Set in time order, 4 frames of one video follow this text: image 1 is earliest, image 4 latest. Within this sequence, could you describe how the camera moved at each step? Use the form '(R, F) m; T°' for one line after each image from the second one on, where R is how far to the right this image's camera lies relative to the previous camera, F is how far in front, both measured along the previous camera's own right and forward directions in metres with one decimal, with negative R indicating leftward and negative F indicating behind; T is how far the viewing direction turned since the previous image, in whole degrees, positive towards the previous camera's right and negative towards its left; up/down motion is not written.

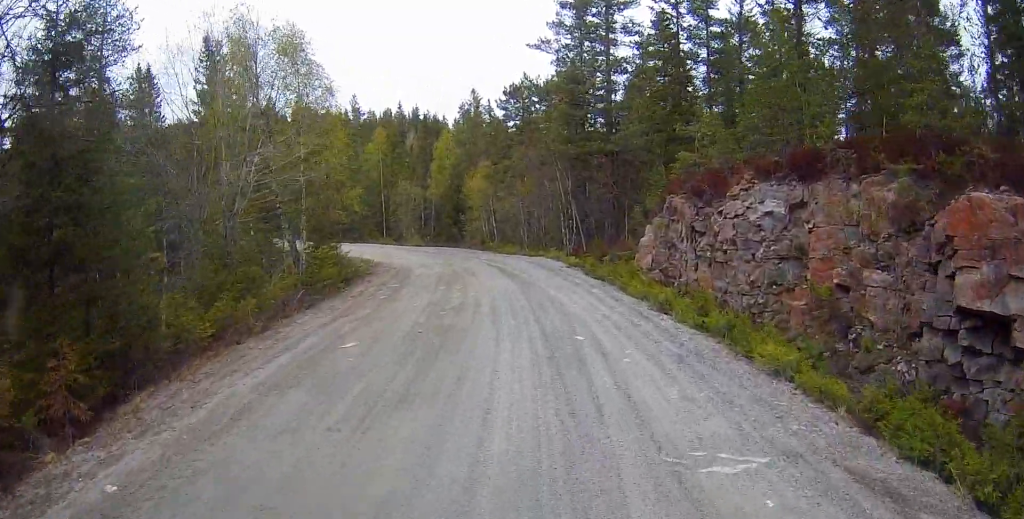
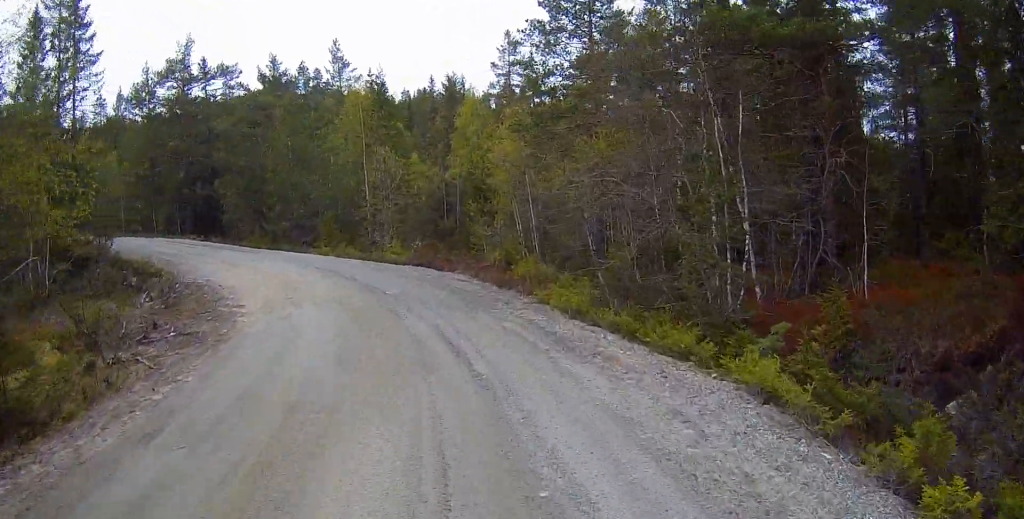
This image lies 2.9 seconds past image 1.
(+0.4, +20.4) m; -2°
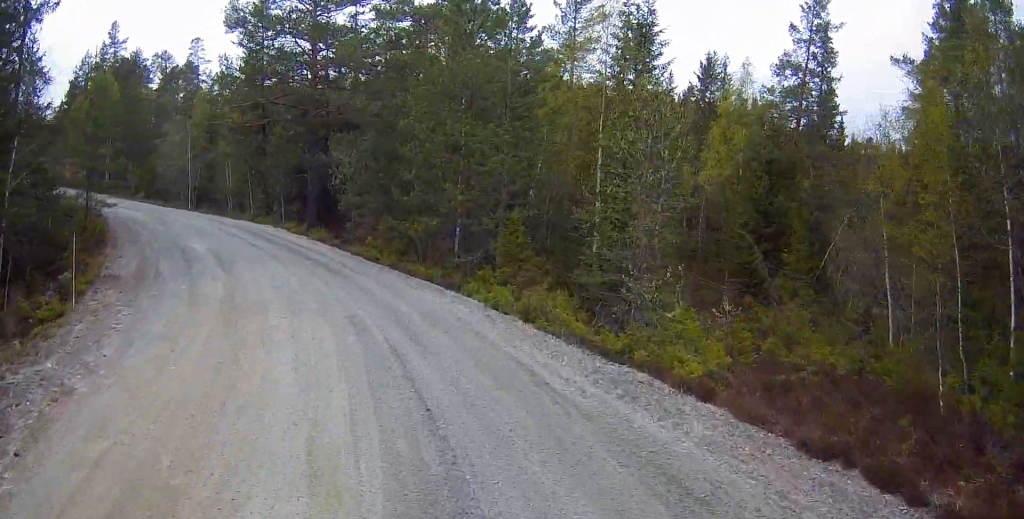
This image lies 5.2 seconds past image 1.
(-2.7, +15.6) m; -20°
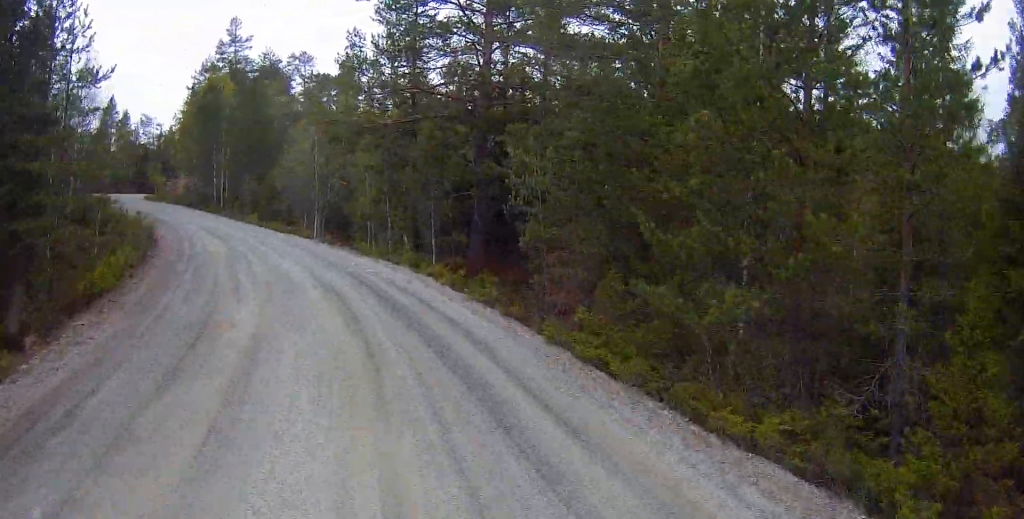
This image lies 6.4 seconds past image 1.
(-0.6, +8.8) m; -23°
